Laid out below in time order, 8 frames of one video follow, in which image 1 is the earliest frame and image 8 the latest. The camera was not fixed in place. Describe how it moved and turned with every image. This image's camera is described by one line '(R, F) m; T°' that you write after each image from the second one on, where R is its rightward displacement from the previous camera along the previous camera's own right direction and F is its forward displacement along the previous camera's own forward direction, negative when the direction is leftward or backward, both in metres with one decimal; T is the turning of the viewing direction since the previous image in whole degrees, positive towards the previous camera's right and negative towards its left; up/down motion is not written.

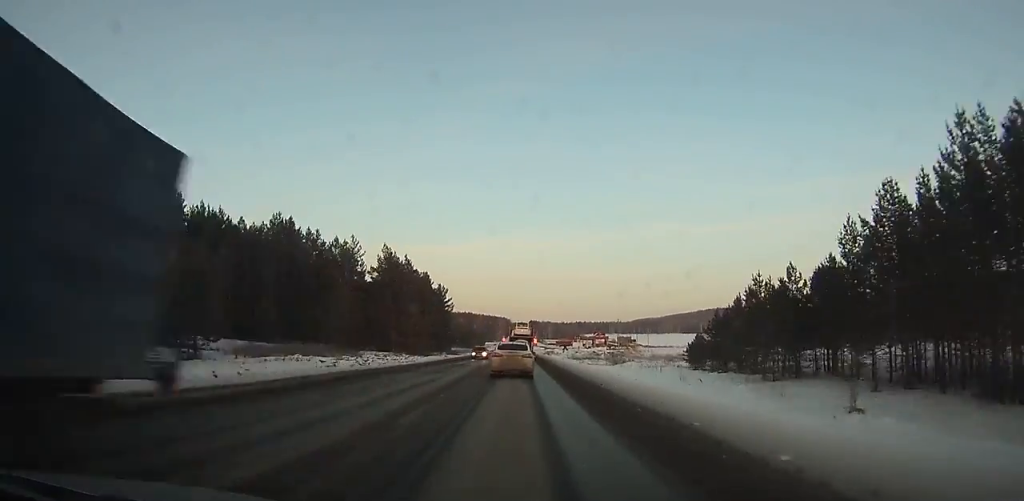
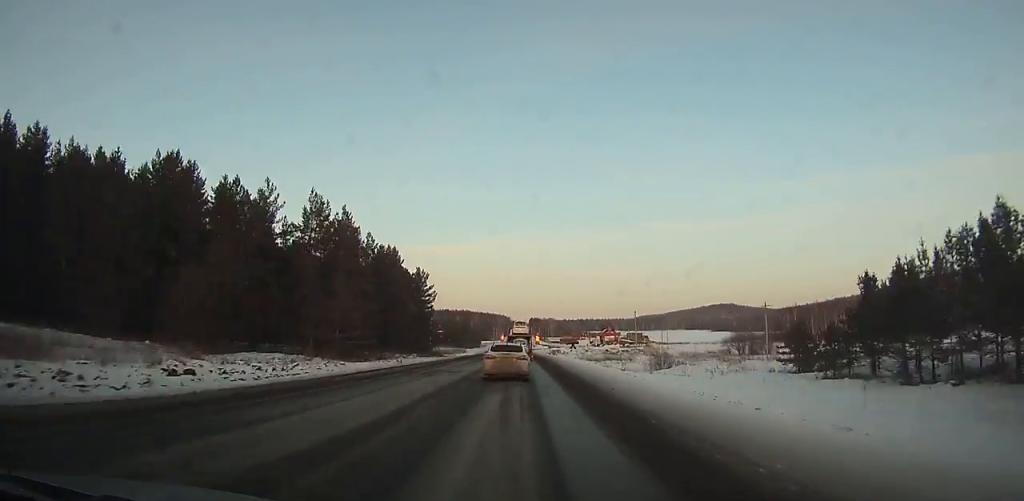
(0.0, +32.2) m; 0°
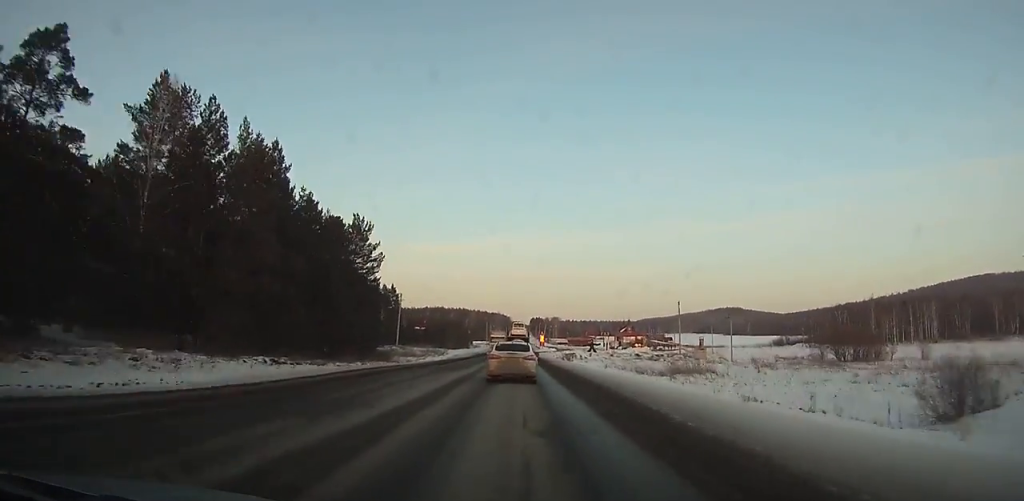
(-0.1, +51.2) m; 0°
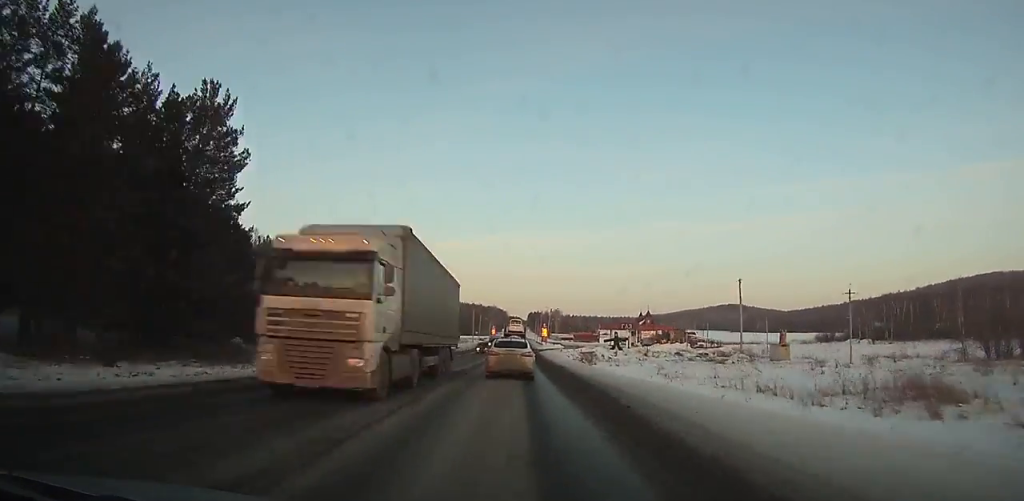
(0.0, +41.2) m; 0°
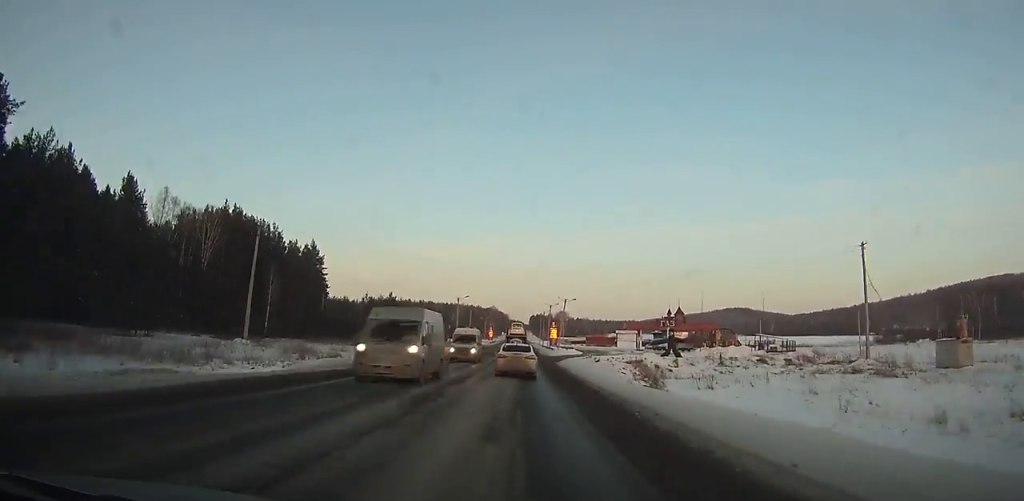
(0.0, +39.0) m; 0°
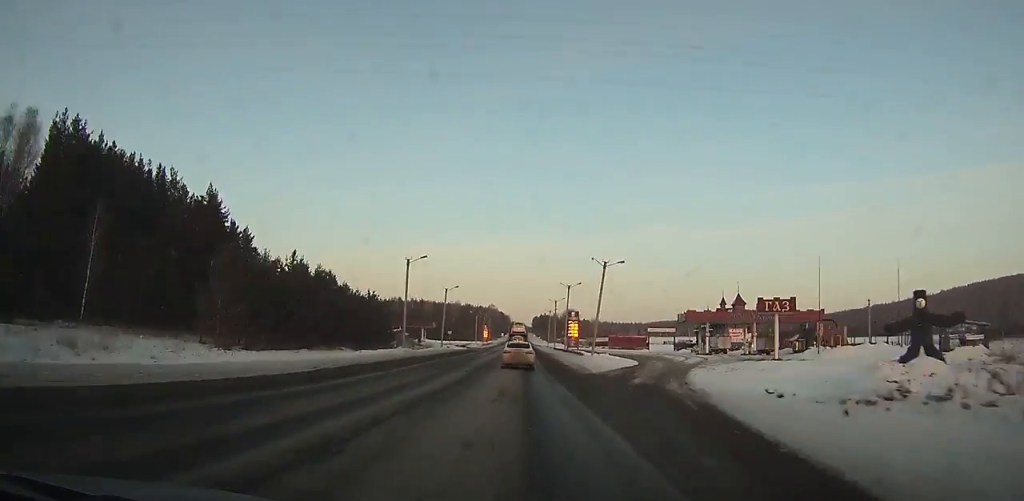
(0.0, +46.3) m; 0°
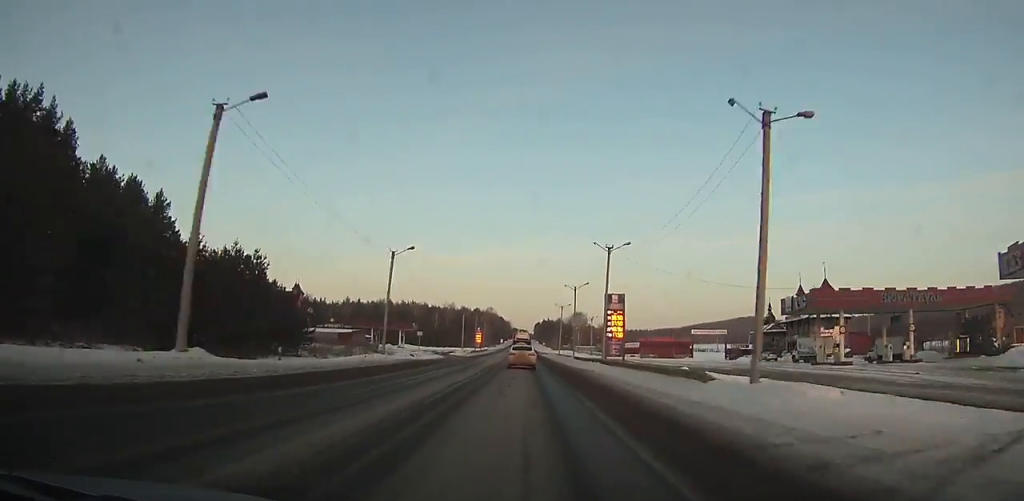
(-0.1, +37.3) m; 0°
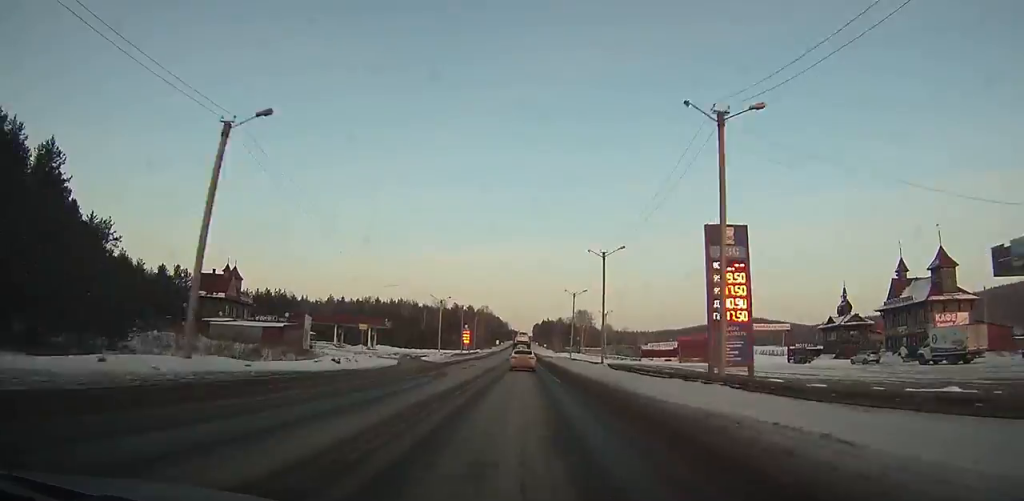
(0.0, +28.4) m; 0°
